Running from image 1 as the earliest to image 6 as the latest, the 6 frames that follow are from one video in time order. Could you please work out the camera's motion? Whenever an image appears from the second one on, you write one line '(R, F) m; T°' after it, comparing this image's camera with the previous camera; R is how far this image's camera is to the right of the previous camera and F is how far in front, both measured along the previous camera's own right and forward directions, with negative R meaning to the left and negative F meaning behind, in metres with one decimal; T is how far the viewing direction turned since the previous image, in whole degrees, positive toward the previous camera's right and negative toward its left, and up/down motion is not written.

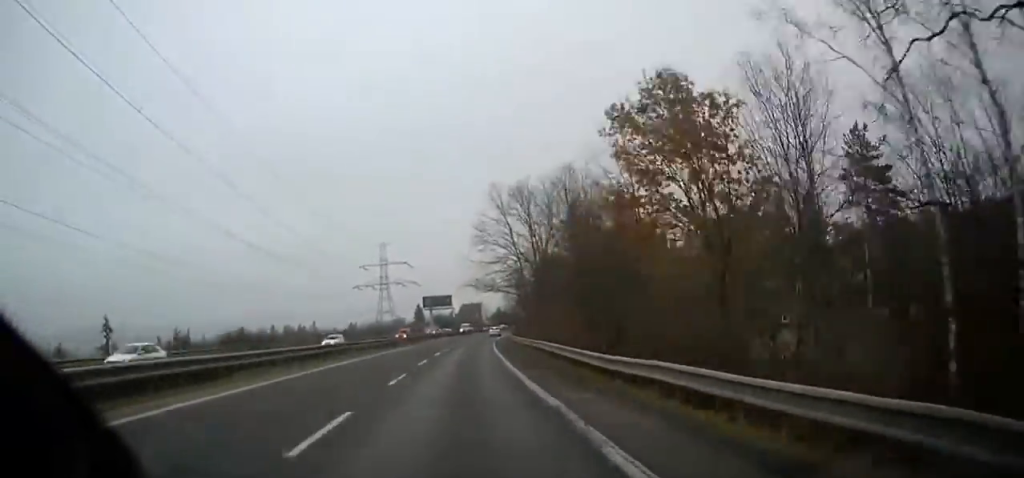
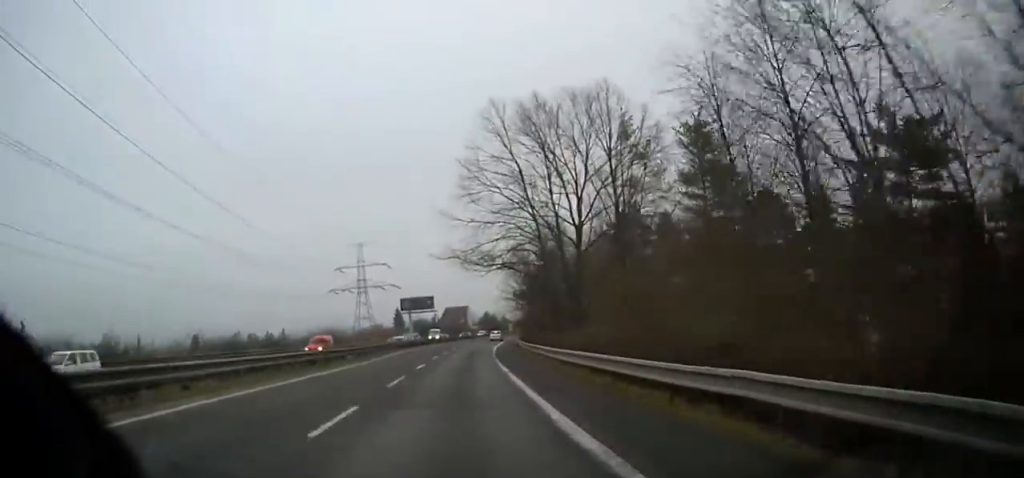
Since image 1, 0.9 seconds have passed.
(0.0, +23.9) m; 0°
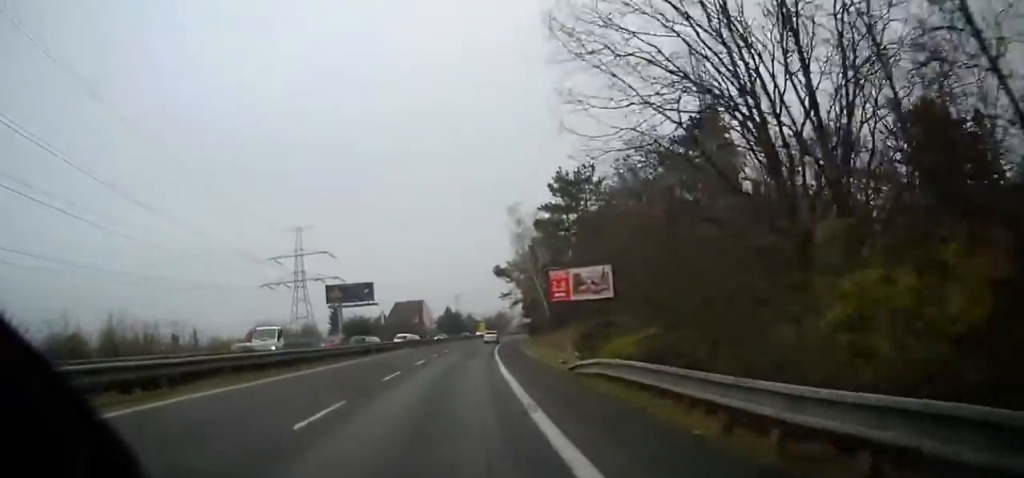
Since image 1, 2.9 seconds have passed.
(0.0, +48.7) m; 0°
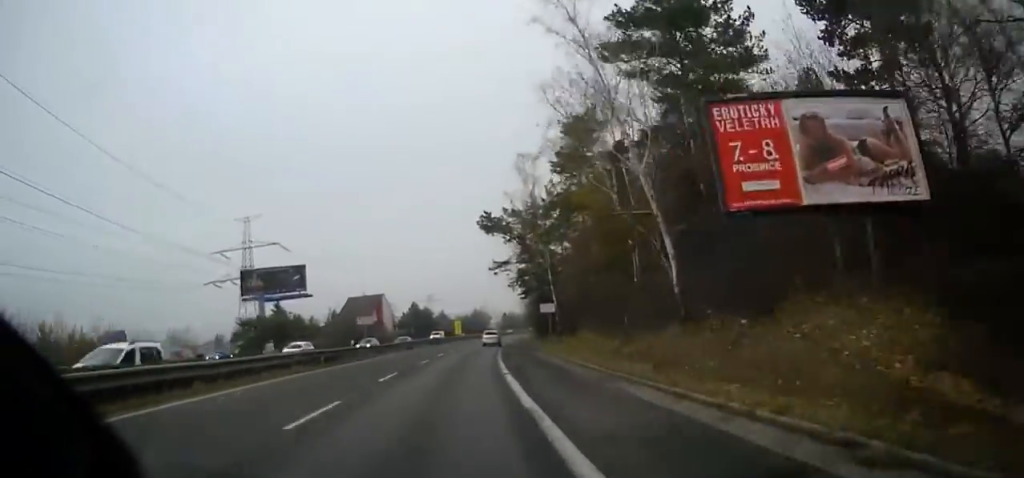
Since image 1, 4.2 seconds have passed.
(0.0, +32.1) m; 0°
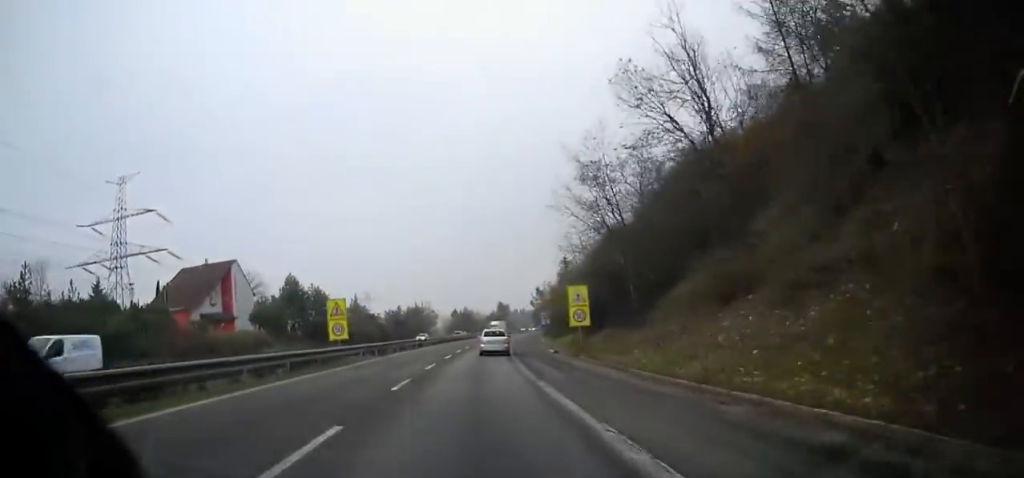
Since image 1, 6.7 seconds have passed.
(0.0, +62.3) m; 0°
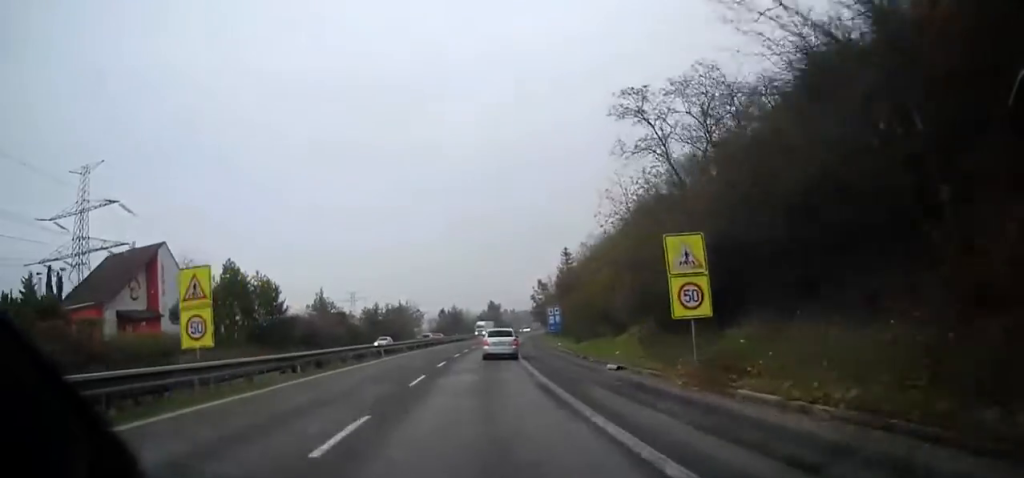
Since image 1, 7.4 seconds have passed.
(0.0, +16.0) m; 0°
